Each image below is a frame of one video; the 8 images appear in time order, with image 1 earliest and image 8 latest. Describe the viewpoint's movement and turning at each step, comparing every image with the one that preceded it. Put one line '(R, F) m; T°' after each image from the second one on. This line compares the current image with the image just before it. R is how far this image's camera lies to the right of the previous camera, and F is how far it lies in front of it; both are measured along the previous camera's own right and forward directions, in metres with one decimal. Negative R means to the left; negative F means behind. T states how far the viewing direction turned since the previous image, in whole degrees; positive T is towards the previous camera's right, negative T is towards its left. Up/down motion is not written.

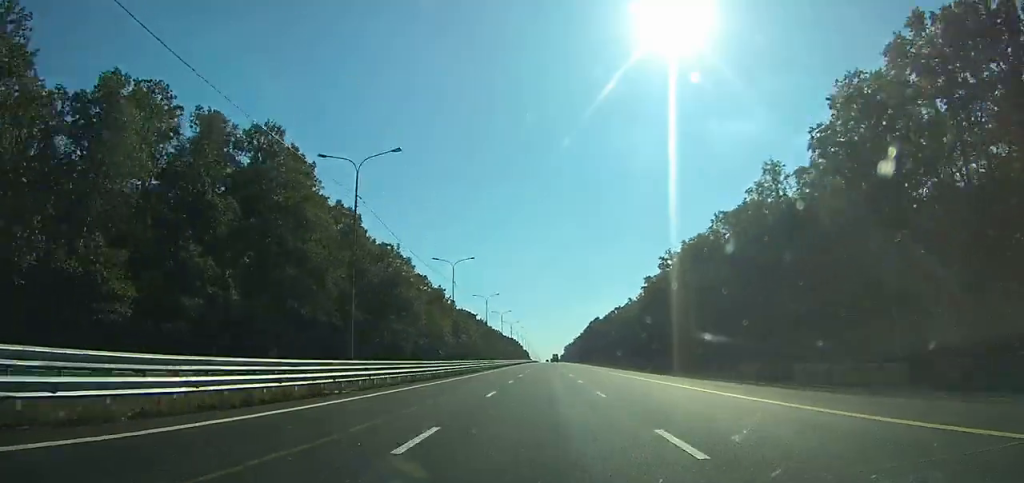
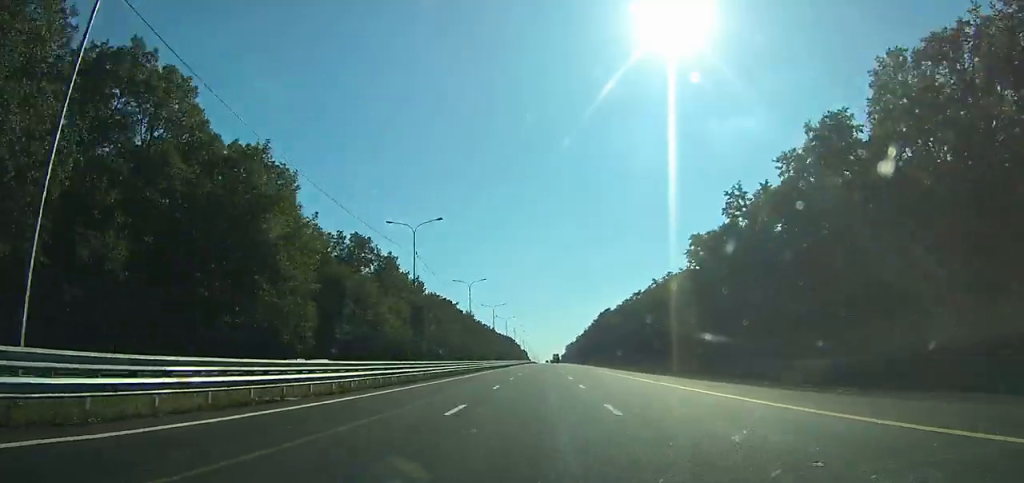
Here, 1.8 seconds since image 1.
(0.0, +55.2) m; 0°
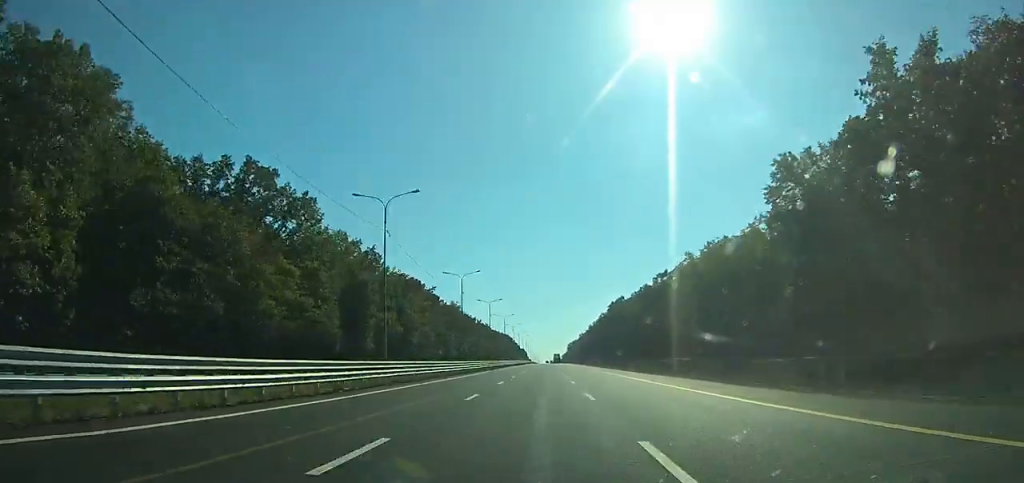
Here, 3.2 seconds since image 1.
(0.0, +43.1) m; 0°
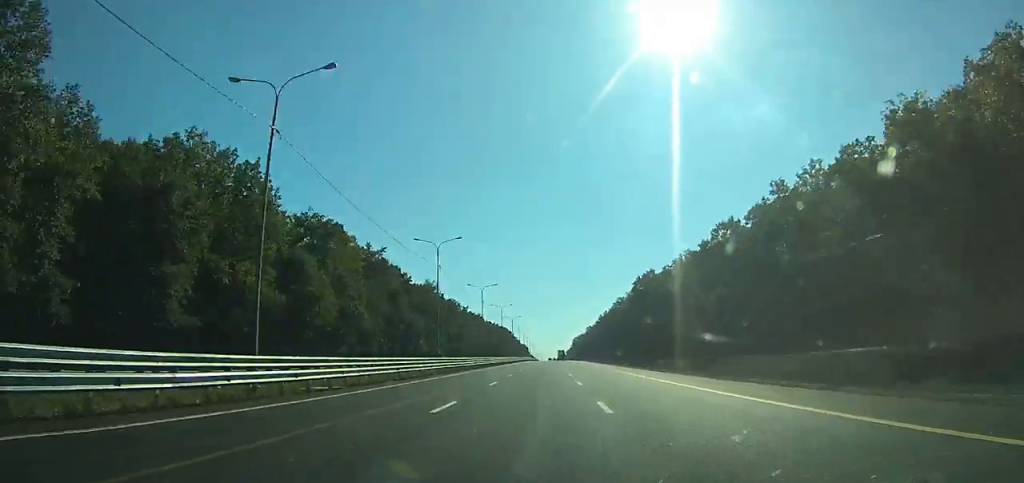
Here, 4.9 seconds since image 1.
(-0.1, +51.6) m; 0°
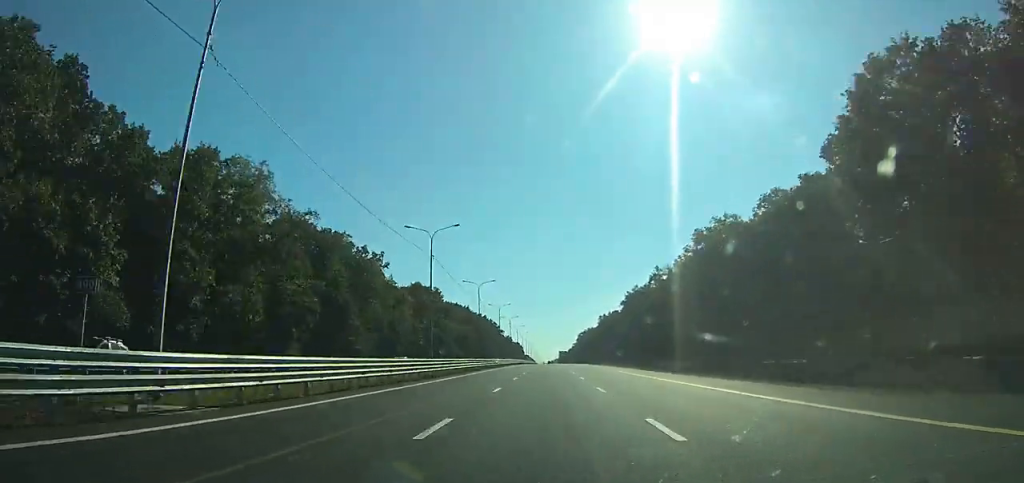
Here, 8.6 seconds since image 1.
(0.0, +110.1) m; 0°
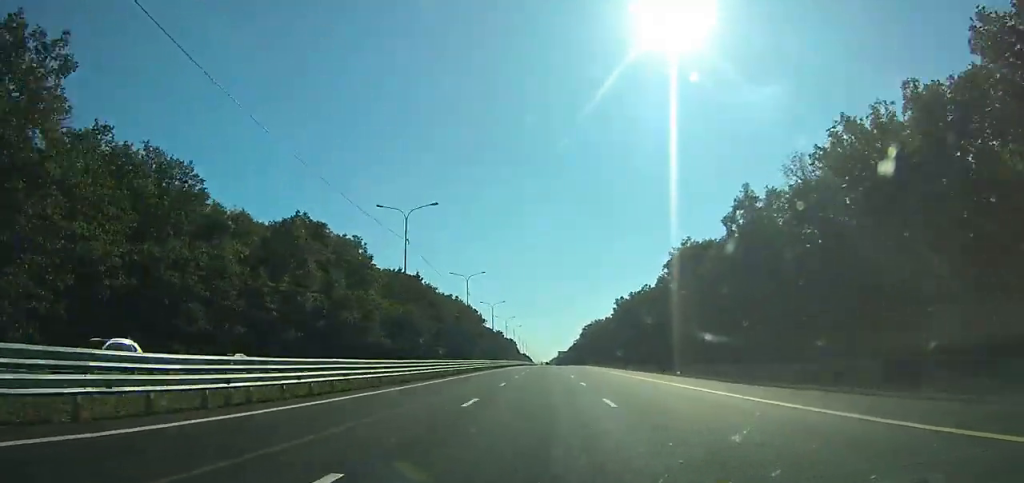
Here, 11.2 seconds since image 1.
(+0.1, +75.9) m; 0°
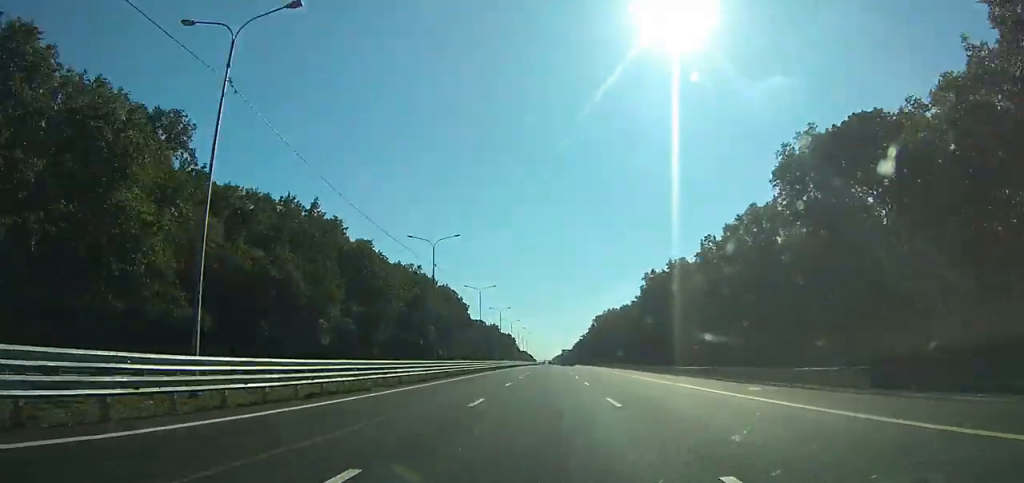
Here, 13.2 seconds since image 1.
(0.0, +59.0) m; 0°
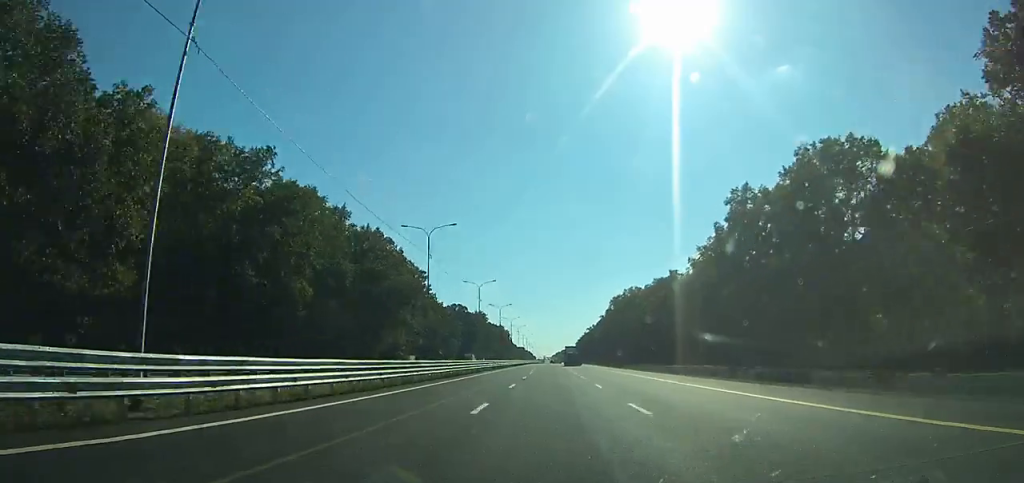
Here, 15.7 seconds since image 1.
(-0.4, +76.5) m; 0°
